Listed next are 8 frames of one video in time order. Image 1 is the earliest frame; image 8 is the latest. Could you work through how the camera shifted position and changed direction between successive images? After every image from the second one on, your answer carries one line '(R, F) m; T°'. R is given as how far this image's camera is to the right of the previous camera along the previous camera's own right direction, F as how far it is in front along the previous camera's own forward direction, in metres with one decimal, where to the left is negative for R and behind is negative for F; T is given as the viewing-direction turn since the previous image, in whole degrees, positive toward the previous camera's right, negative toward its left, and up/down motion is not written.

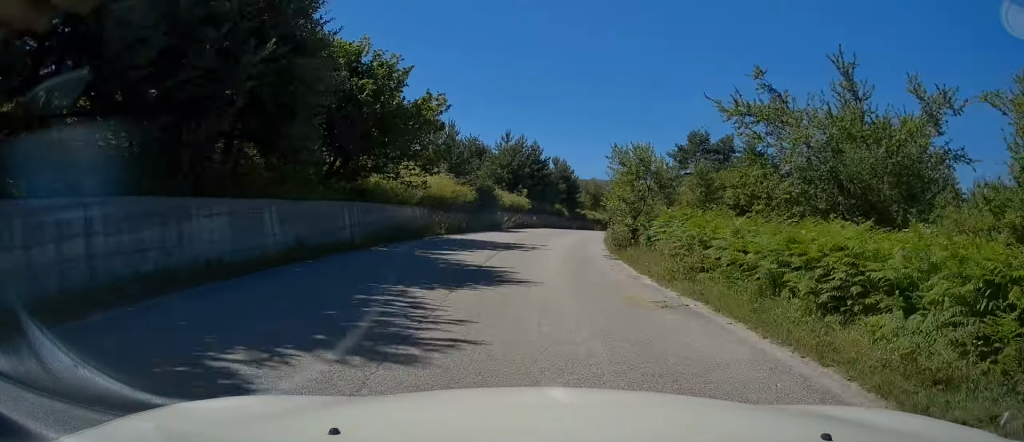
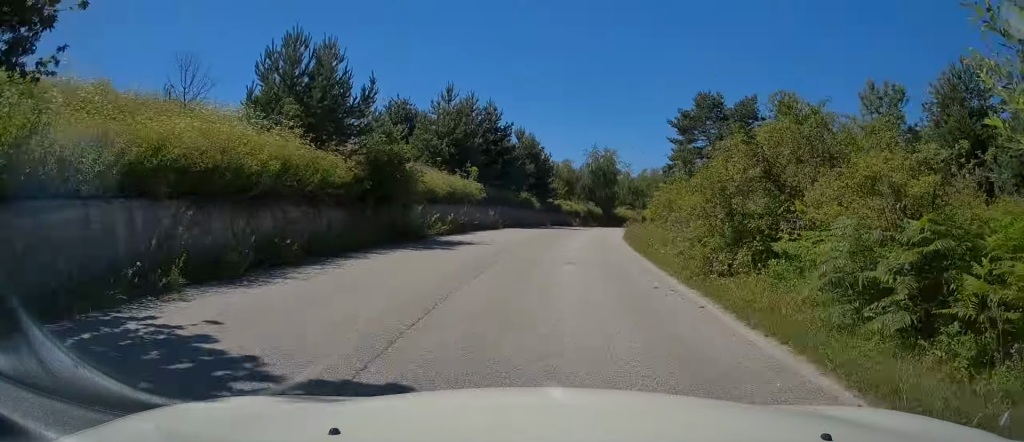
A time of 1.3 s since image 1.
(+0.6, +18.0) m; +5°
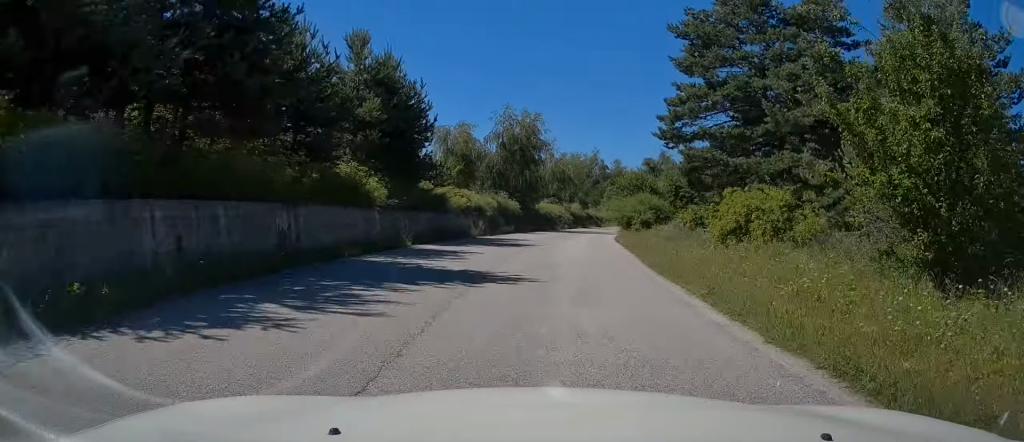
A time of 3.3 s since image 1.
(+2.2, +27.8) m; +9°
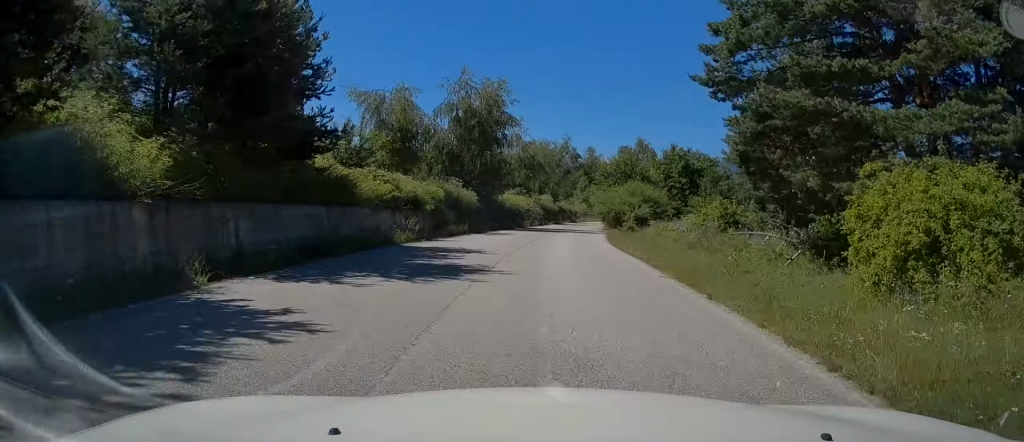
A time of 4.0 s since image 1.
(+0.3, +10.9) m; +3°
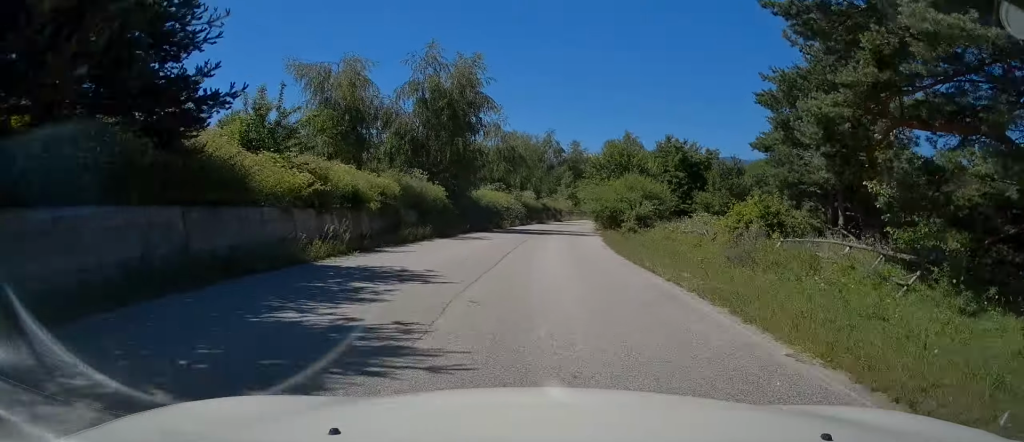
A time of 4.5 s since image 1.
(+0.1, +6.2) m; +1°
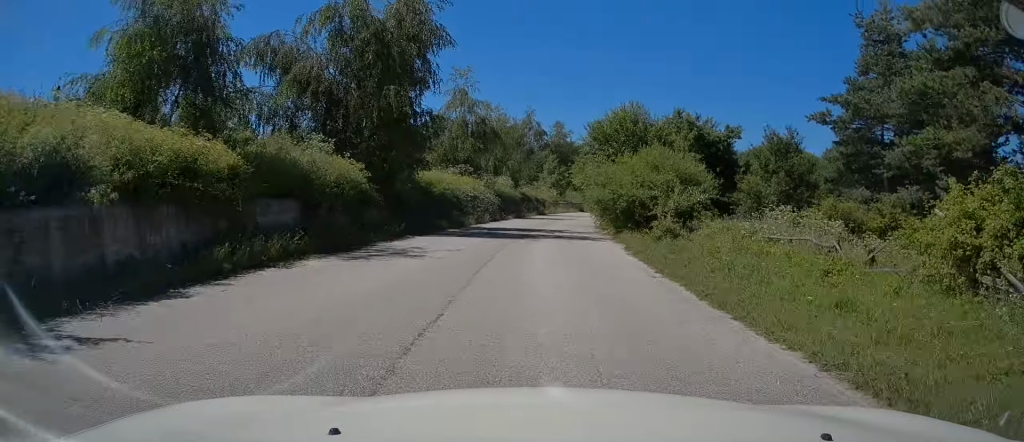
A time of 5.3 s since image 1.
(+0.3, +11.9) m; +2°
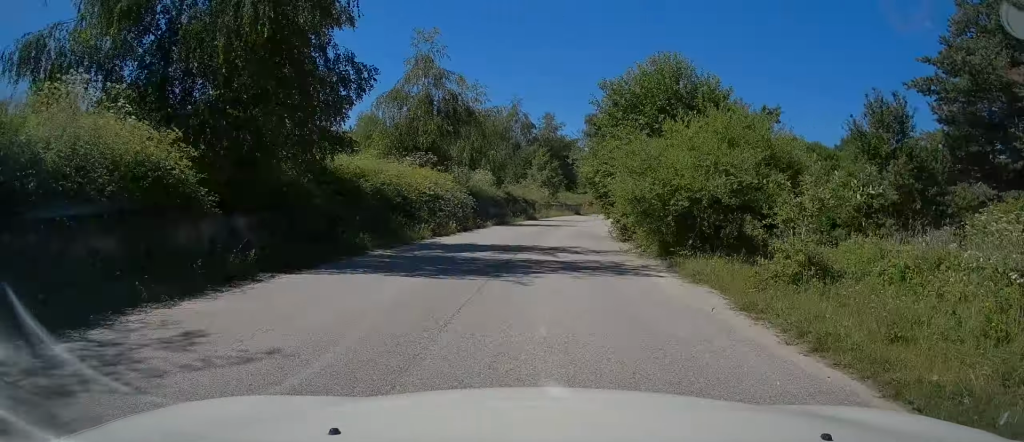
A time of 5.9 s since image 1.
(+0.1, +10.1) m; +2°
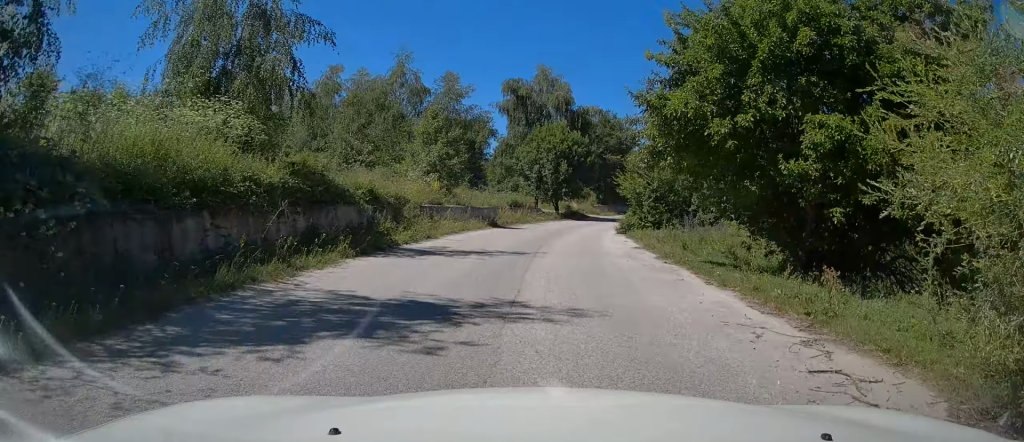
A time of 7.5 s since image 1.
(+1.0, +25.0) m; +6°
